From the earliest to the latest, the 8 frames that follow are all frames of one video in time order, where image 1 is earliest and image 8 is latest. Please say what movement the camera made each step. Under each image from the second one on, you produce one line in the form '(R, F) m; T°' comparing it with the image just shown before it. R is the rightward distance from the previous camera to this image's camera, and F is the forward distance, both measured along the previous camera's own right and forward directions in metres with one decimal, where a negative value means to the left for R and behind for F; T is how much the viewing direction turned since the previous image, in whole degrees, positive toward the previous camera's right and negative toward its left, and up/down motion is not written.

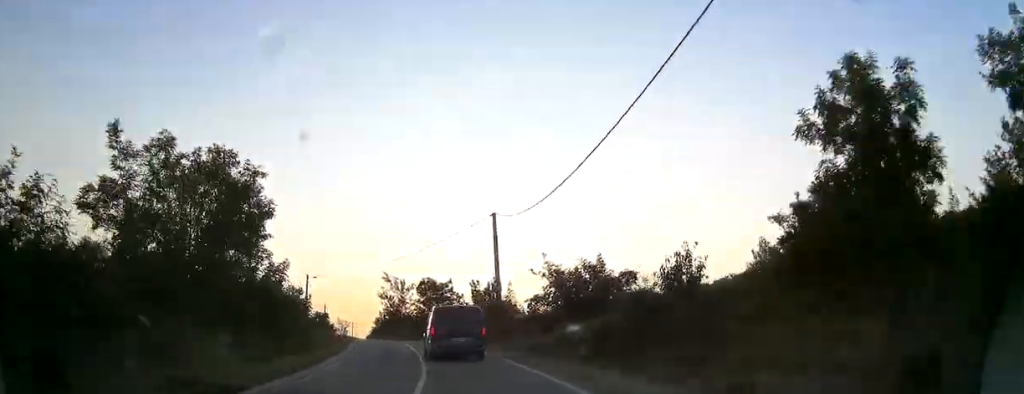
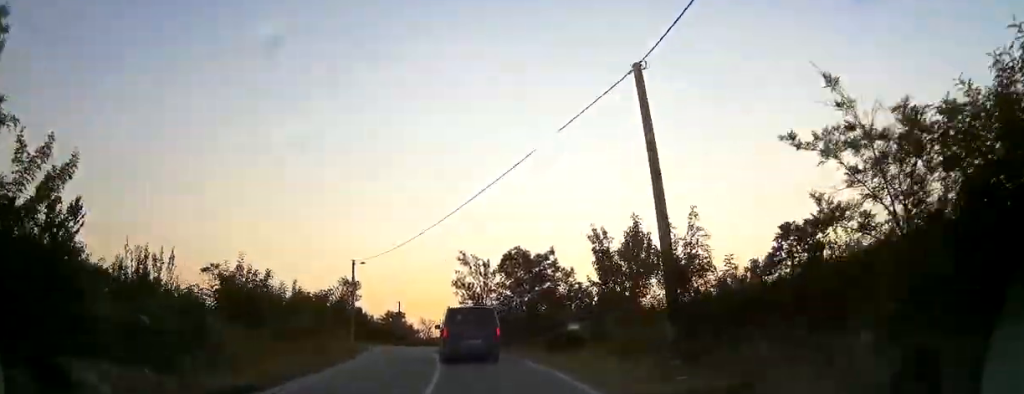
(-2.2, +20.6) m; -12°
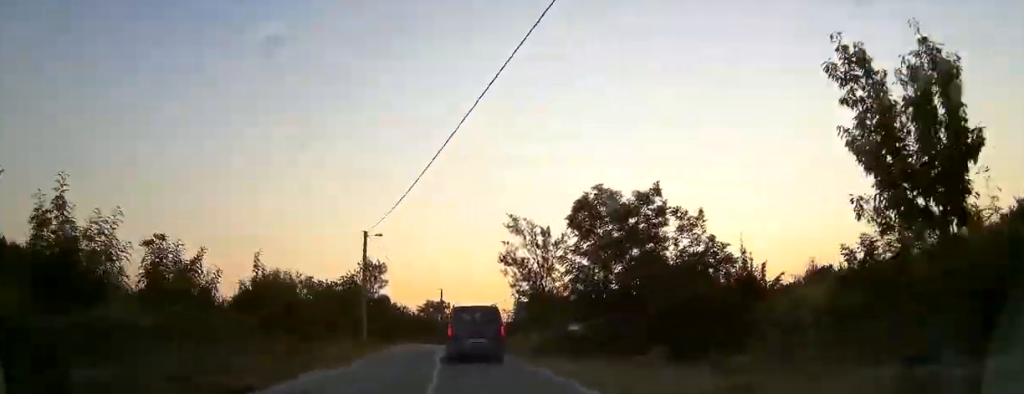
(-1.5, +13.9) m; -6°
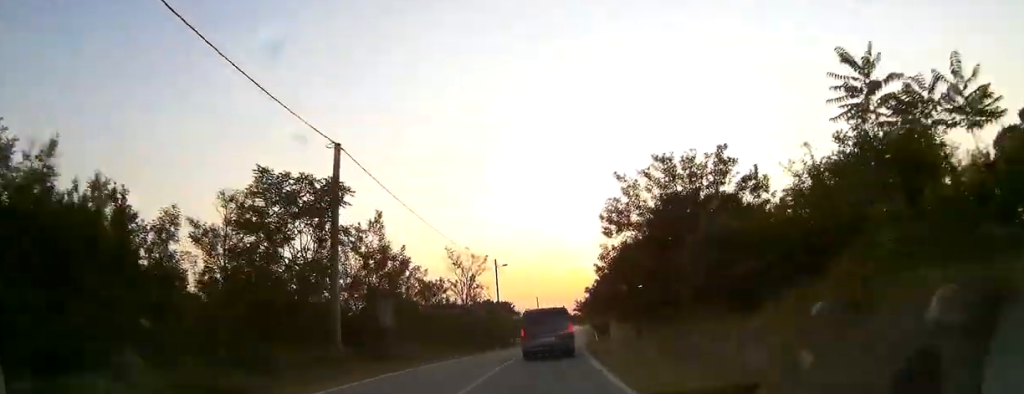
(-0.5, +56.5) m; +1°
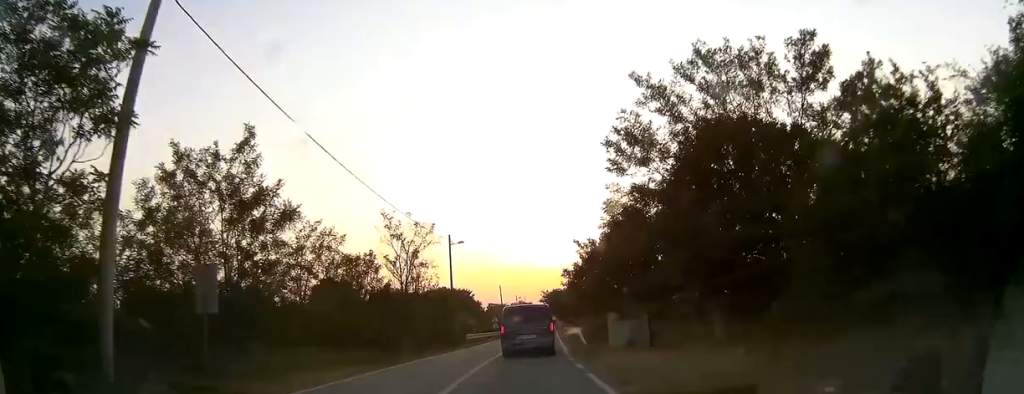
(-0.3, +9.6) m; +2°
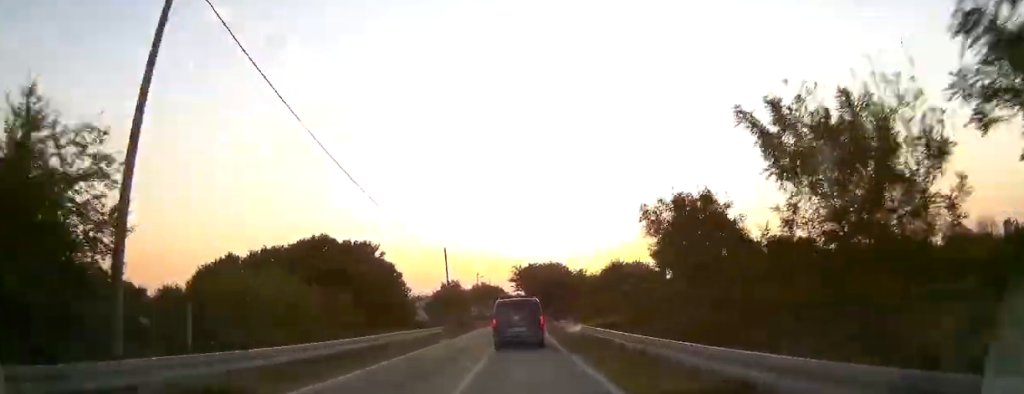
(+2.4, +32.7) m; +6°
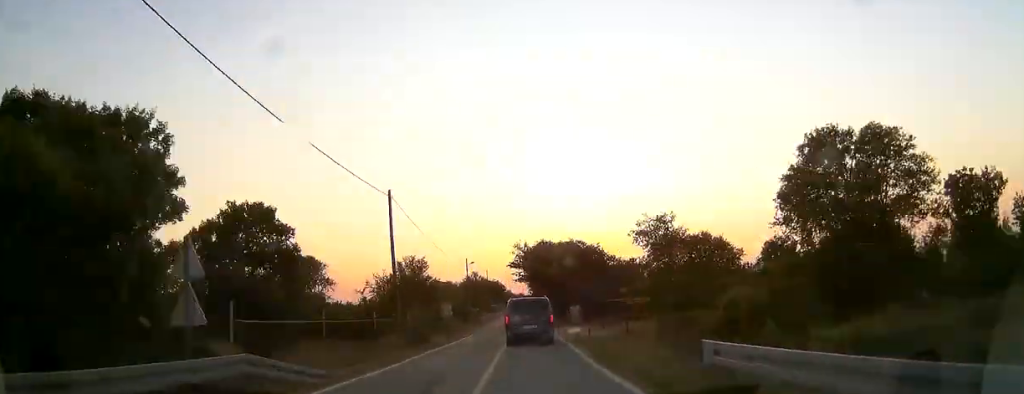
(-0.1, +23.0) m; +1°
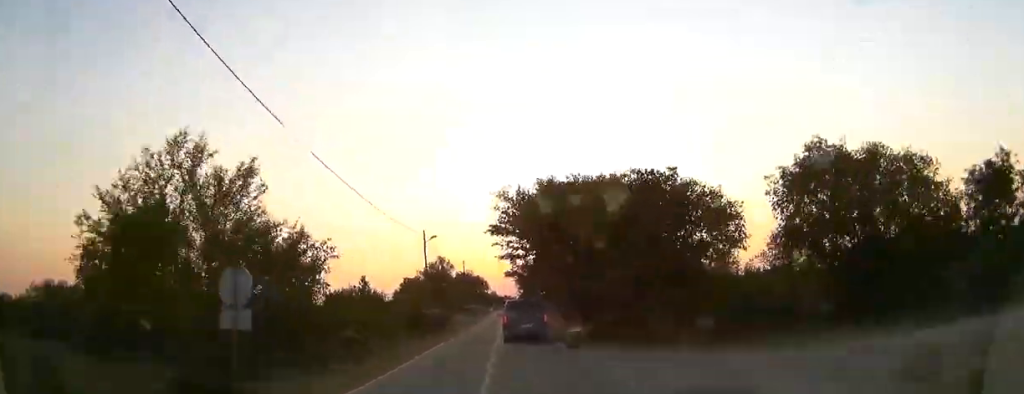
(+0.4, +23.8) m; +1°
